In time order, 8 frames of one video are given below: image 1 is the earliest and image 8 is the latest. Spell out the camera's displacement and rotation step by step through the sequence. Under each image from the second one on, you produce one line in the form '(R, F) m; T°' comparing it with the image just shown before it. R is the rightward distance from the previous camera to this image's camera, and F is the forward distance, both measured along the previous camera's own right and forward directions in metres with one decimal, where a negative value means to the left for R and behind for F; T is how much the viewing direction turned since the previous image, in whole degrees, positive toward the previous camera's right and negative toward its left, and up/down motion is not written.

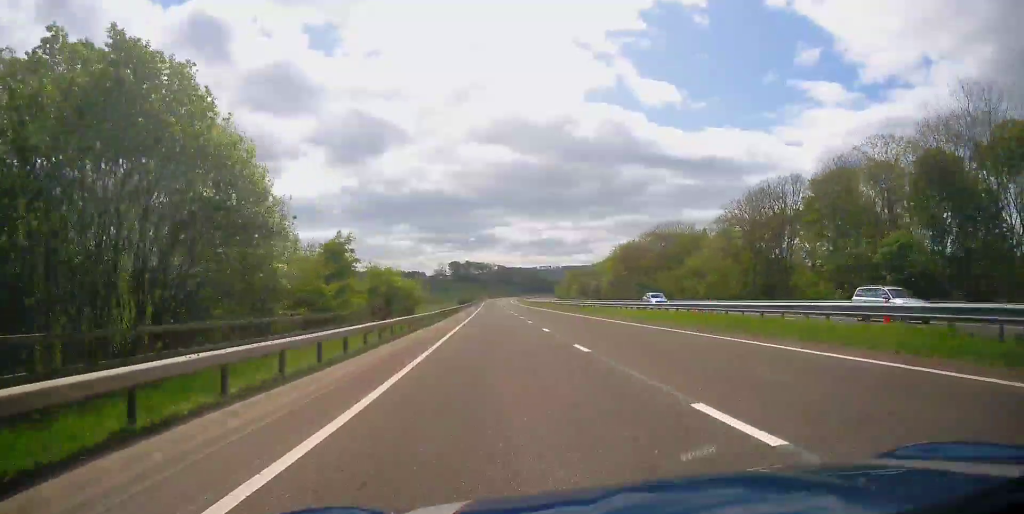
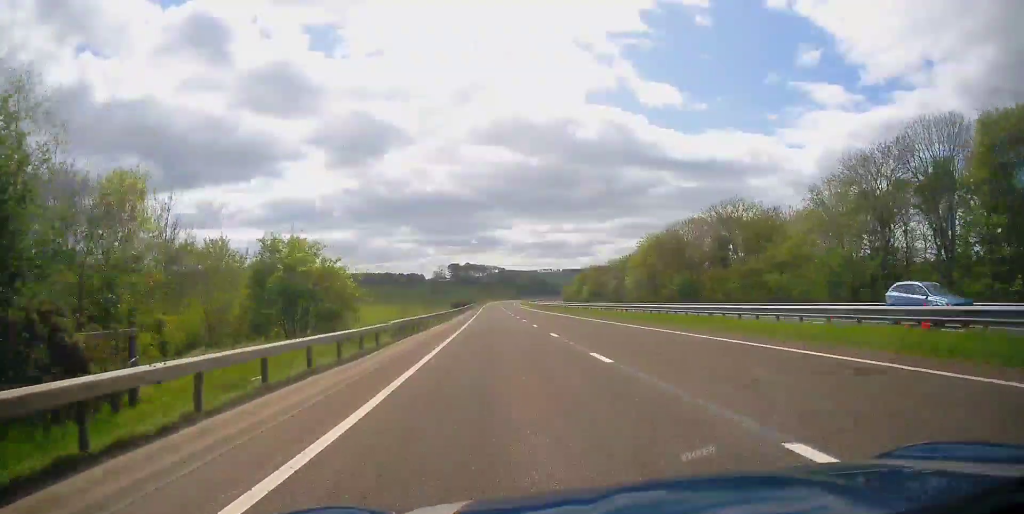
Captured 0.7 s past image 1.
(0.0, +19.8) m; 0°
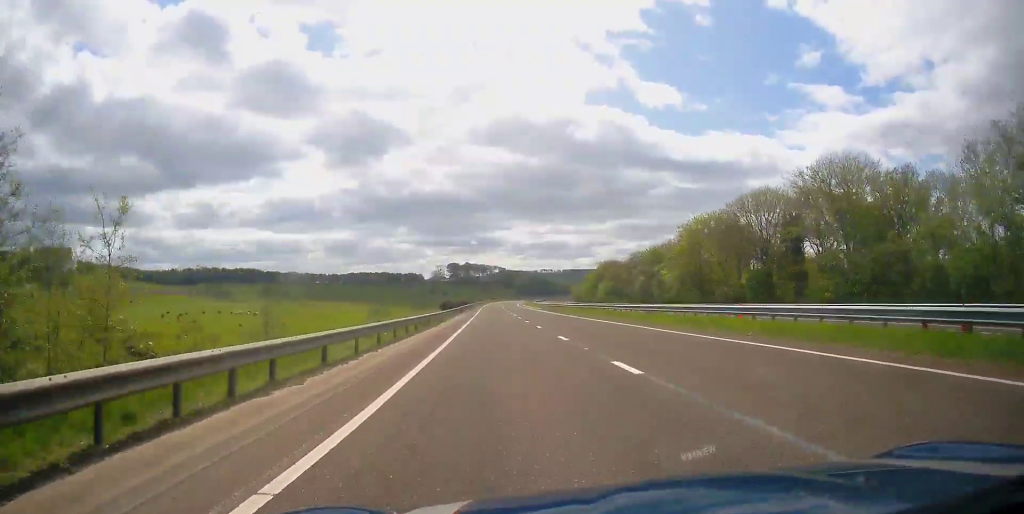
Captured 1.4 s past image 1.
(0.0, +19.8) m; 0°
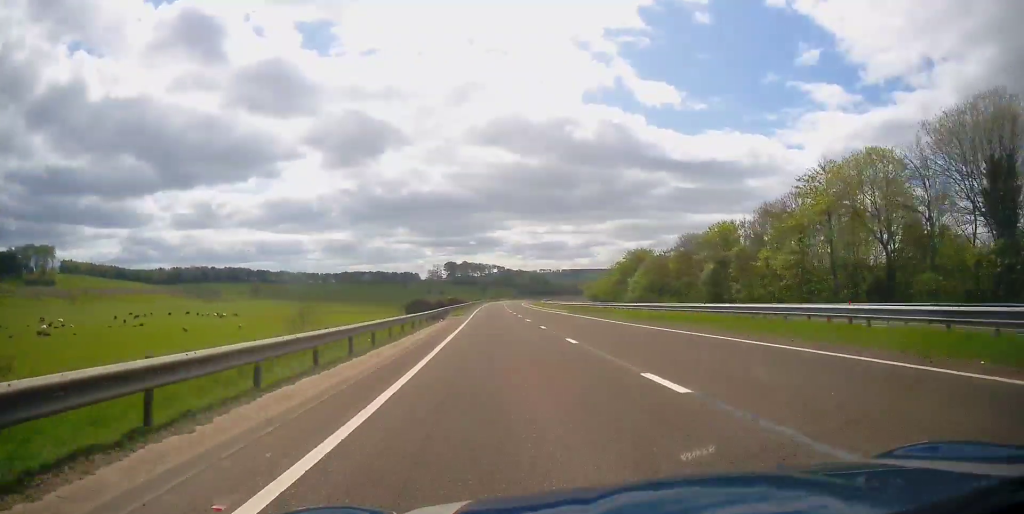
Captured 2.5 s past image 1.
(-0.1, +29.8) m; -1°
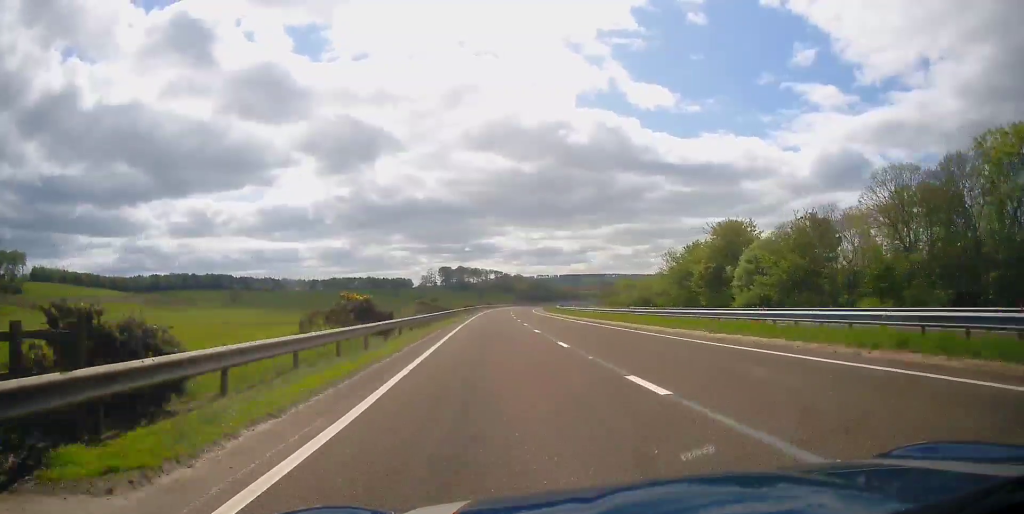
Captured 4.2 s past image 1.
(+0.1, +45.3) m; +1°
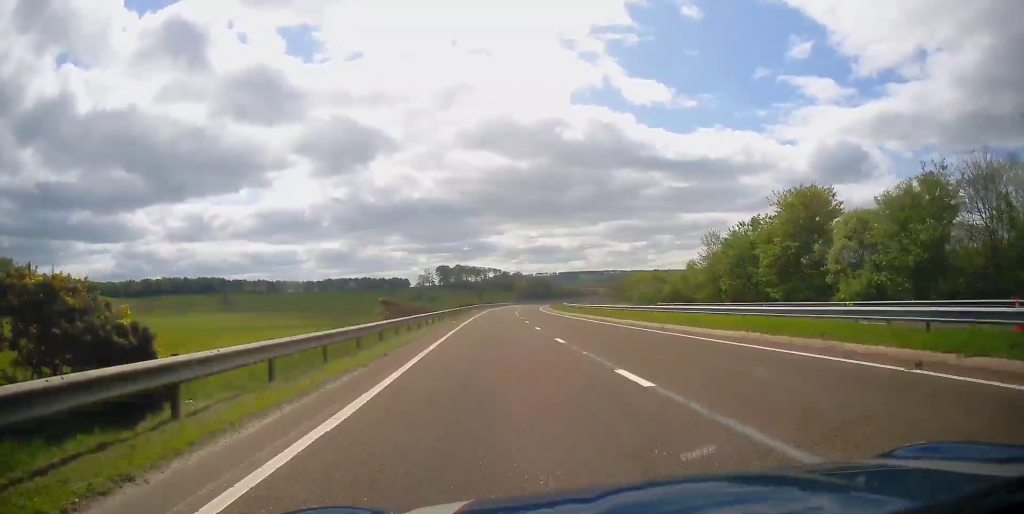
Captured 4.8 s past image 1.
(+0.2, +17.8) m; 0°
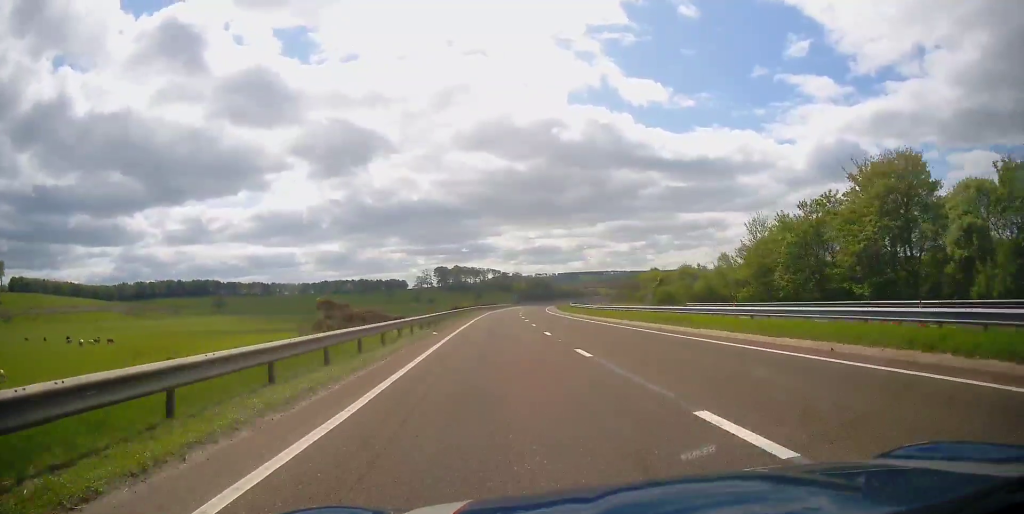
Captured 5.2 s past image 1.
(-0.1, +12.3) m; 0°
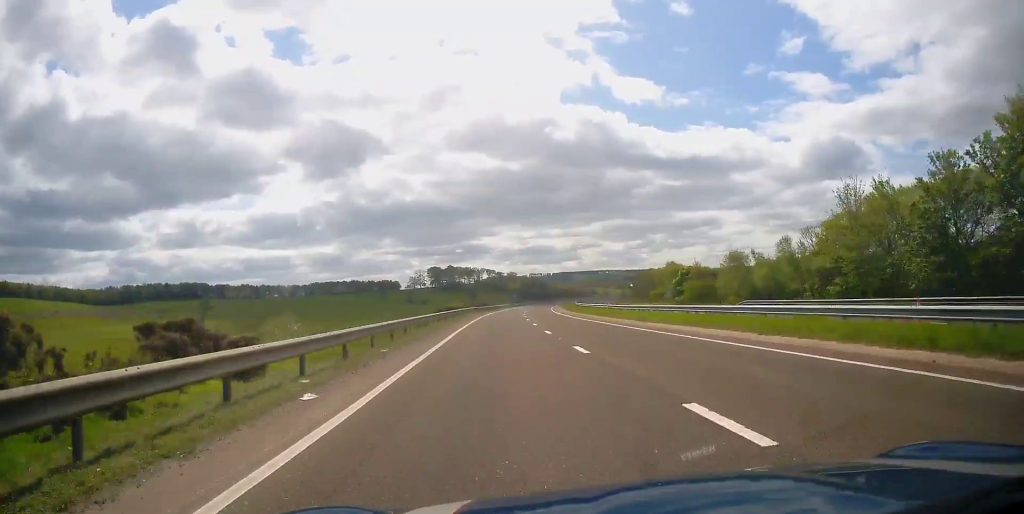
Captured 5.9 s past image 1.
(-0.1, +17.9) m; 0°
